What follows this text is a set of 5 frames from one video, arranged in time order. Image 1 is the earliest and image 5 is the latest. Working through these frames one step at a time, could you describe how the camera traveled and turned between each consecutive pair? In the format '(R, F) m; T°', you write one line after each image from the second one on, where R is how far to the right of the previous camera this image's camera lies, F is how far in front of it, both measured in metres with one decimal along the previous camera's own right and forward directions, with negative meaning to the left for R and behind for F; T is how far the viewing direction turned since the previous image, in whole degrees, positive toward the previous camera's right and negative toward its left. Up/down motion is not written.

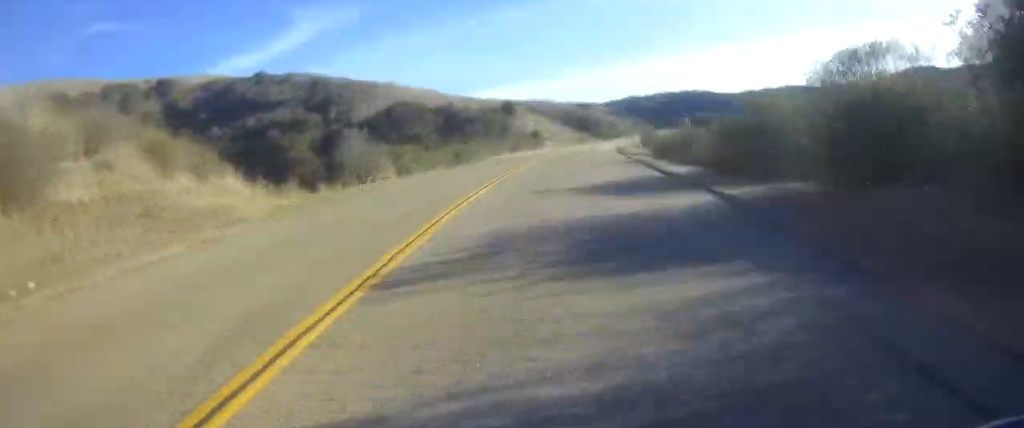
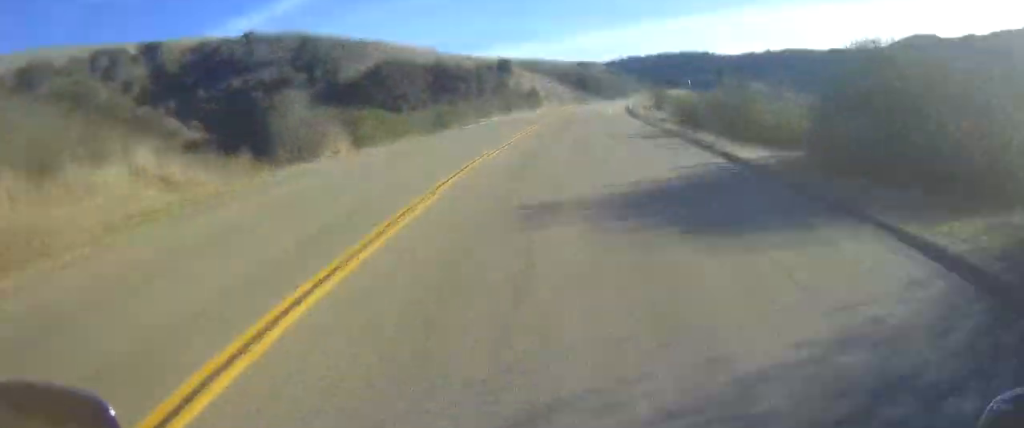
(+0.1, +8.5) m; +1°
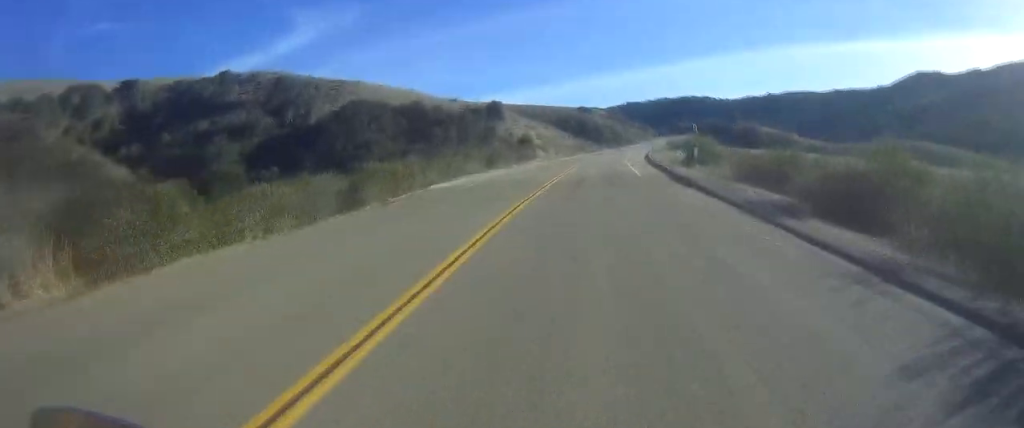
(0.0, +18.1) m; +2°
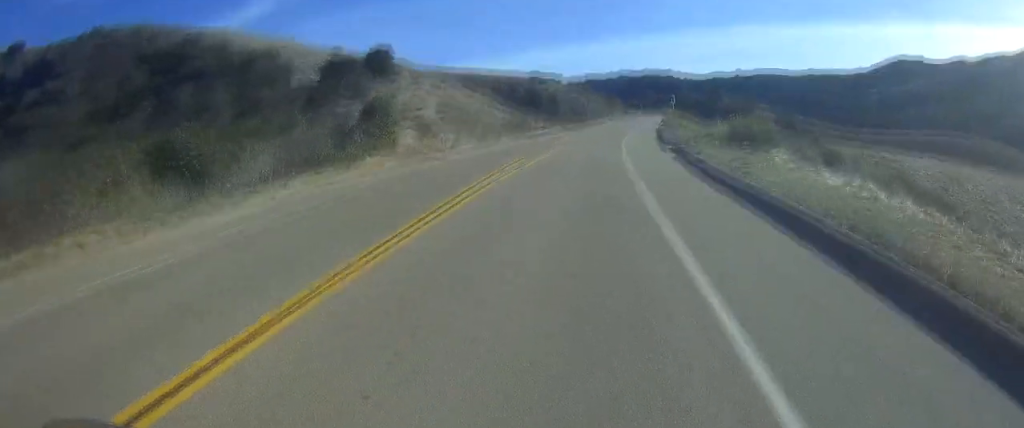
(+2.4, +52.7) m; +4°
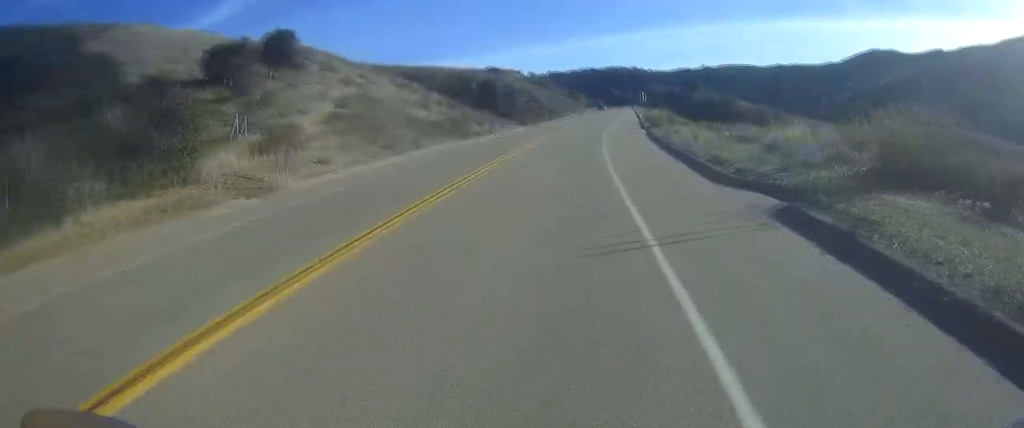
(0.0, +19.2) m; +1°
